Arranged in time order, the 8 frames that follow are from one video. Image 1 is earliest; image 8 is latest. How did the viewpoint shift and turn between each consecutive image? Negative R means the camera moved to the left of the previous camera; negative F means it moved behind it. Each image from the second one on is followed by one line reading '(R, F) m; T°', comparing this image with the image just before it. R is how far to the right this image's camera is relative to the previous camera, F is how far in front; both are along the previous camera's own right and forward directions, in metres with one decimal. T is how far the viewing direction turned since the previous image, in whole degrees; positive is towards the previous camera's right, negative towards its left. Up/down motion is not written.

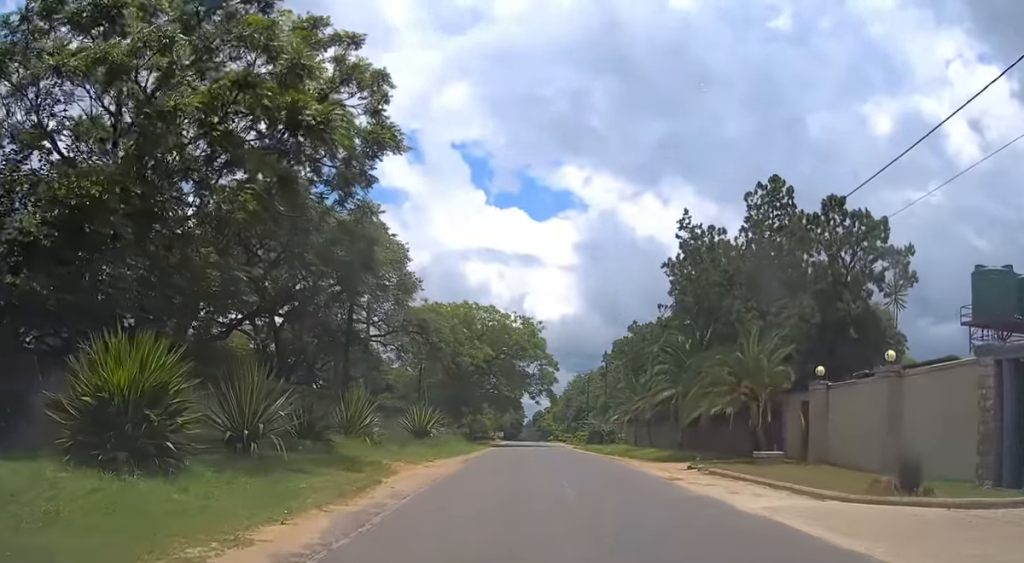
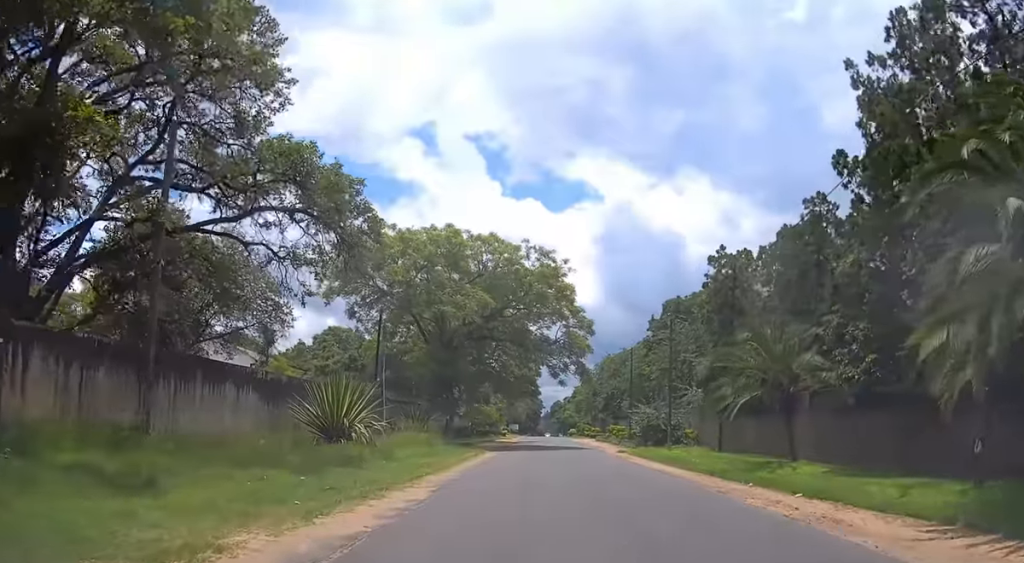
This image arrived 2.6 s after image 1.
(-0.1, +23.1) m; 0°
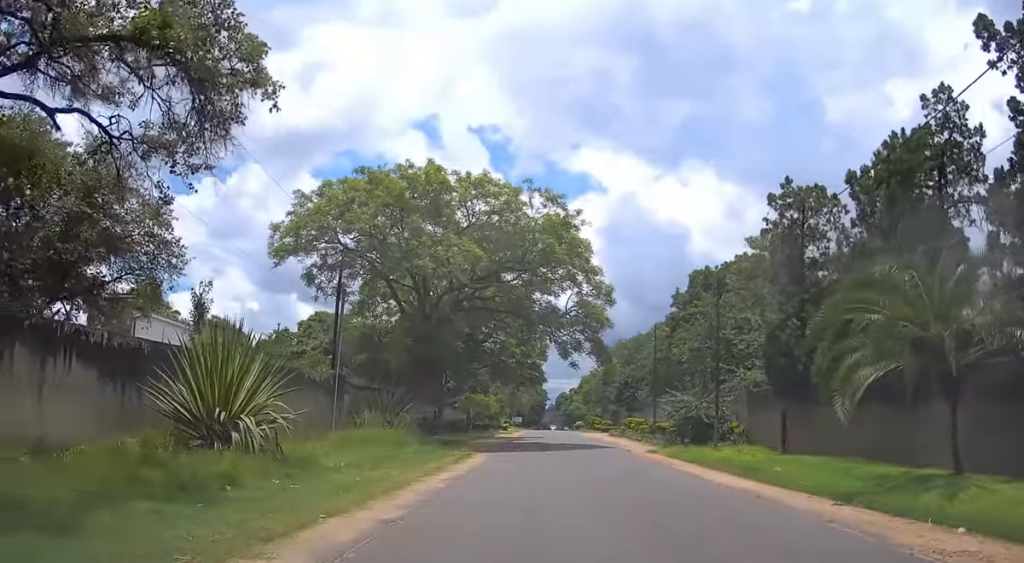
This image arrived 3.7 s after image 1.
(0.0, +9.4) m; 0°
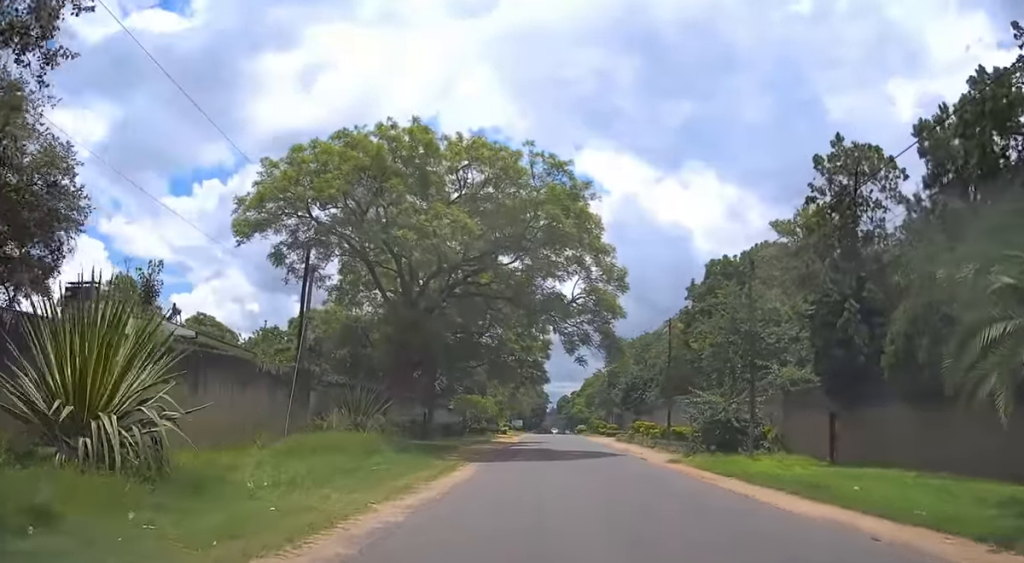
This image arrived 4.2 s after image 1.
(0.0, +4.8) m; 0°
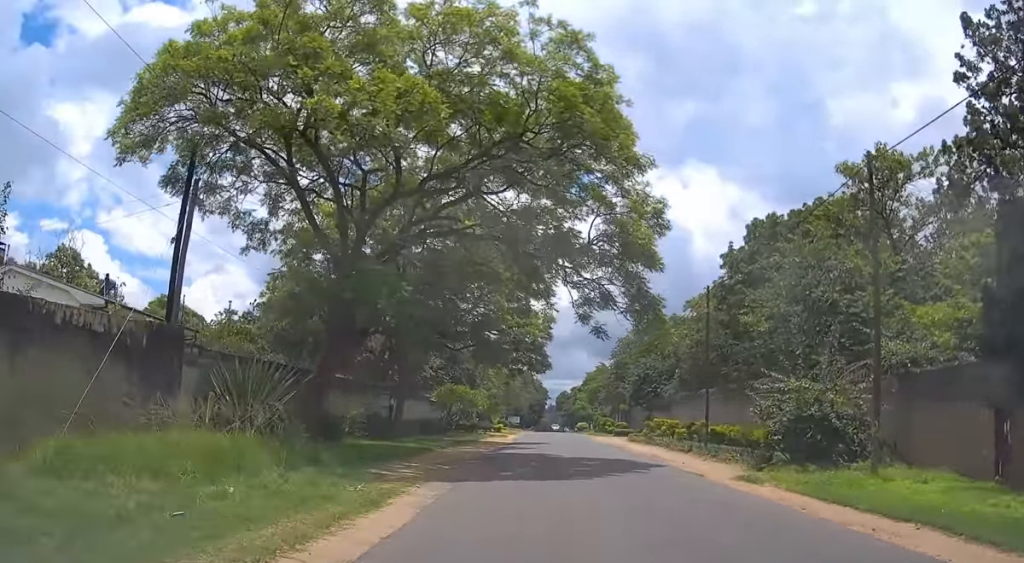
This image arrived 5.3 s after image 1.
(-0.1, +9.7) m; 0°
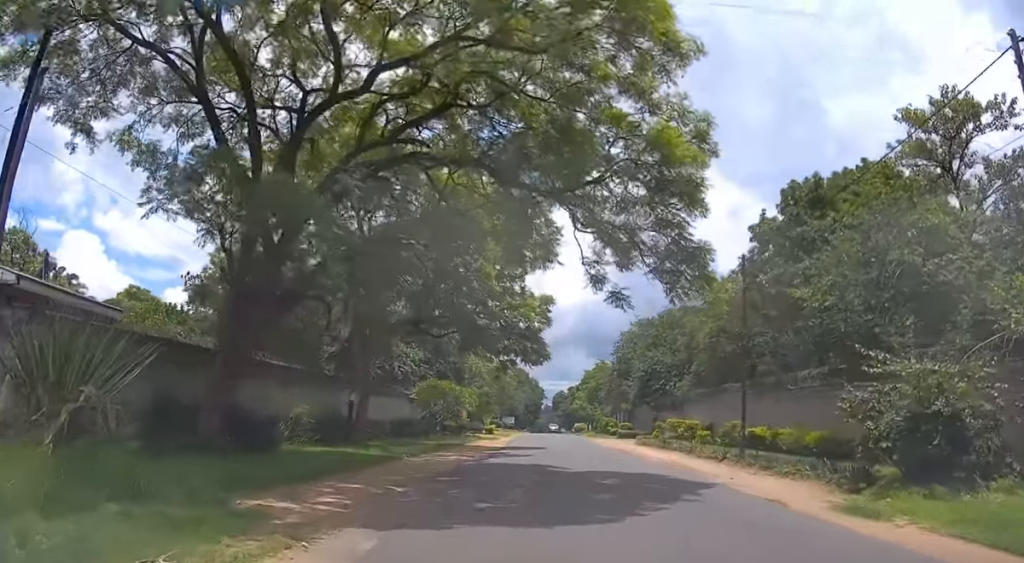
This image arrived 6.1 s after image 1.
(0.0, +6.5) m; 0°
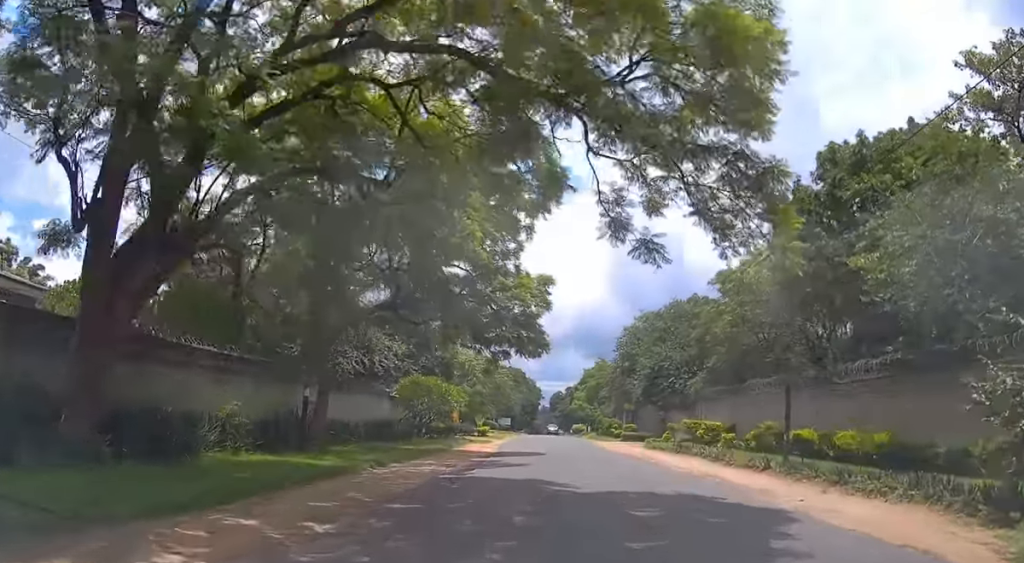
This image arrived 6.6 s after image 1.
(0.0, +5.0) m; 0°
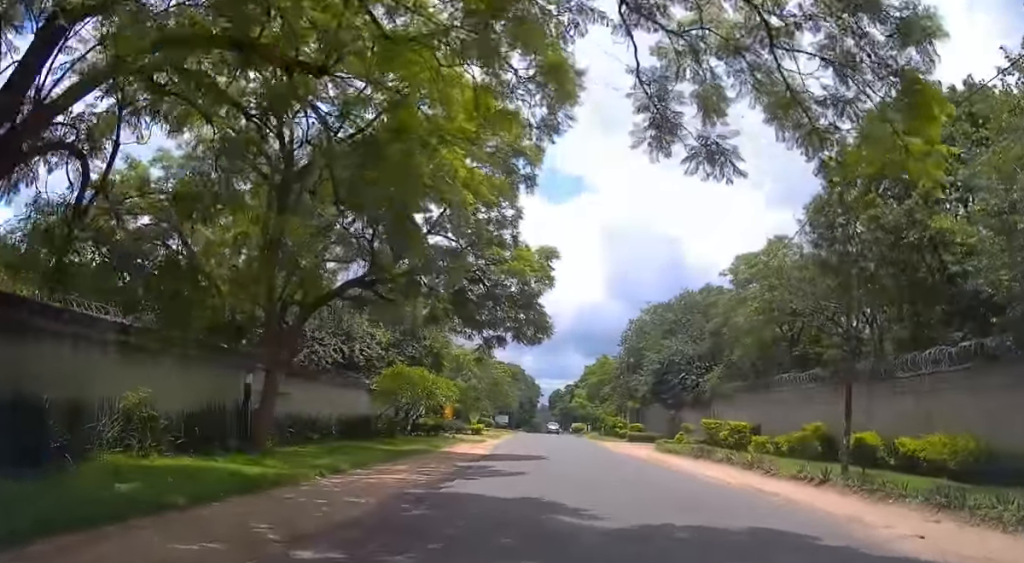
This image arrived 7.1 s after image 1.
(0.0, +4.5) m; 0°
